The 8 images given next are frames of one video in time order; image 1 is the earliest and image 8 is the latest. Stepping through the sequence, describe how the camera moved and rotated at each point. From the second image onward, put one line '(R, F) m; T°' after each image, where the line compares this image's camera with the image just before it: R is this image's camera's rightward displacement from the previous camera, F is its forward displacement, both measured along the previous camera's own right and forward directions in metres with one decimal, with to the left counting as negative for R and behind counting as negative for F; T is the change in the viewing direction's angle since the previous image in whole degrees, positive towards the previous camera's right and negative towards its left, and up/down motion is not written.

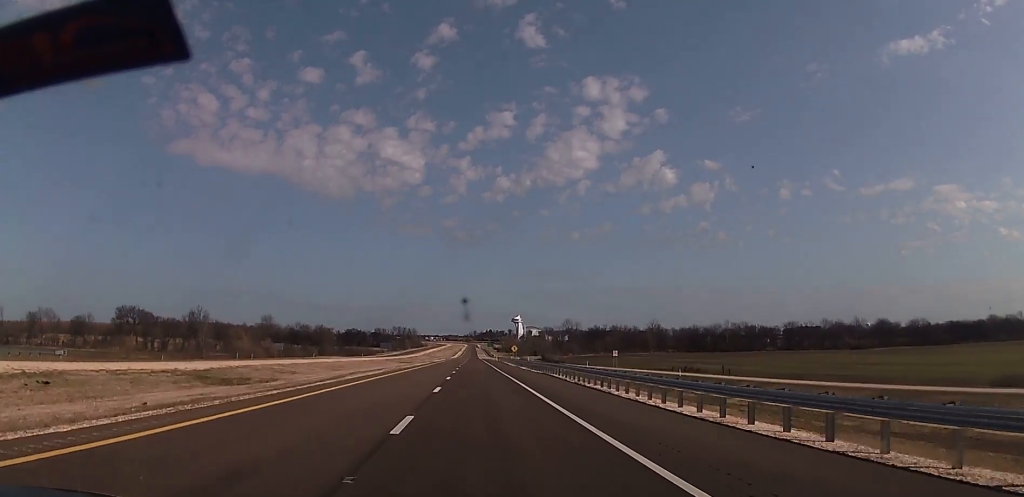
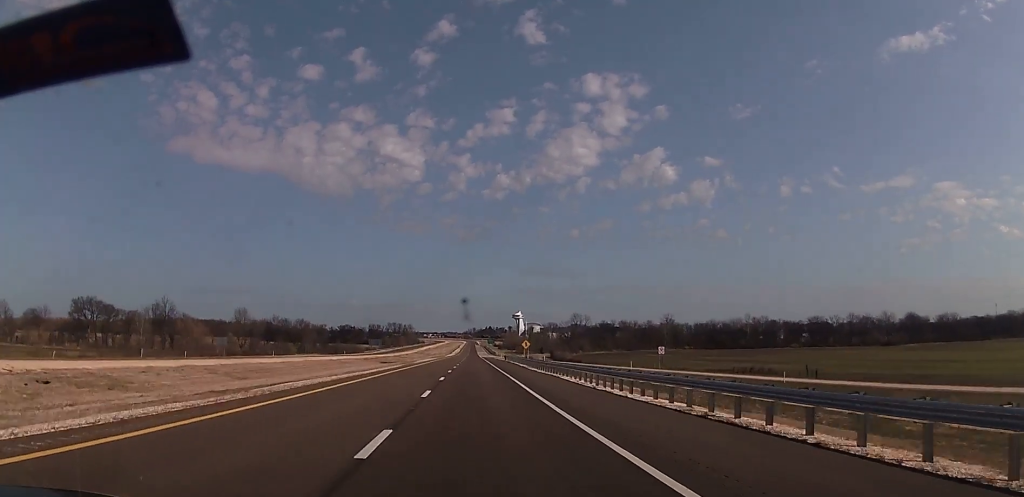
(-0.7, +39.4) m; -1°
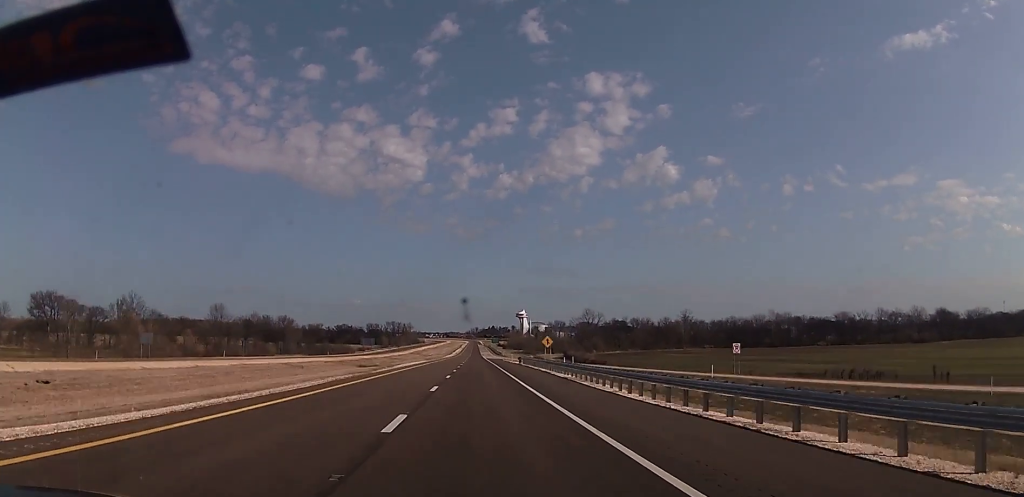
(+0.4, +33.6) m; +1°
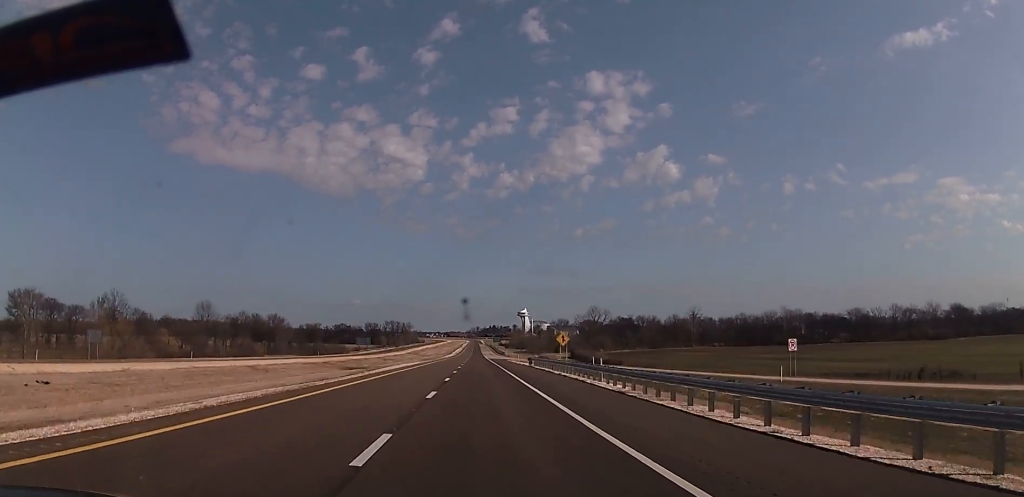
(+0.1, +15.6) m; 0°
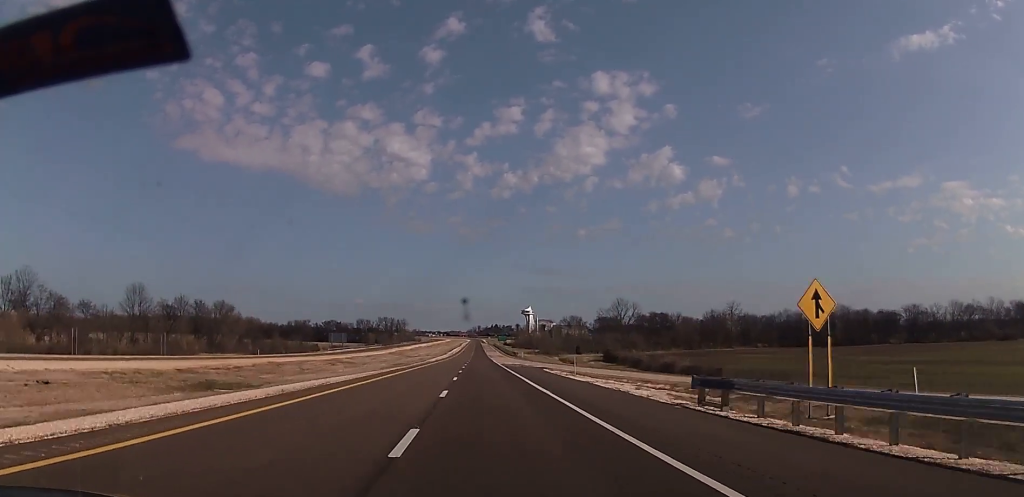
(-0.1, +59.8) m; 0°
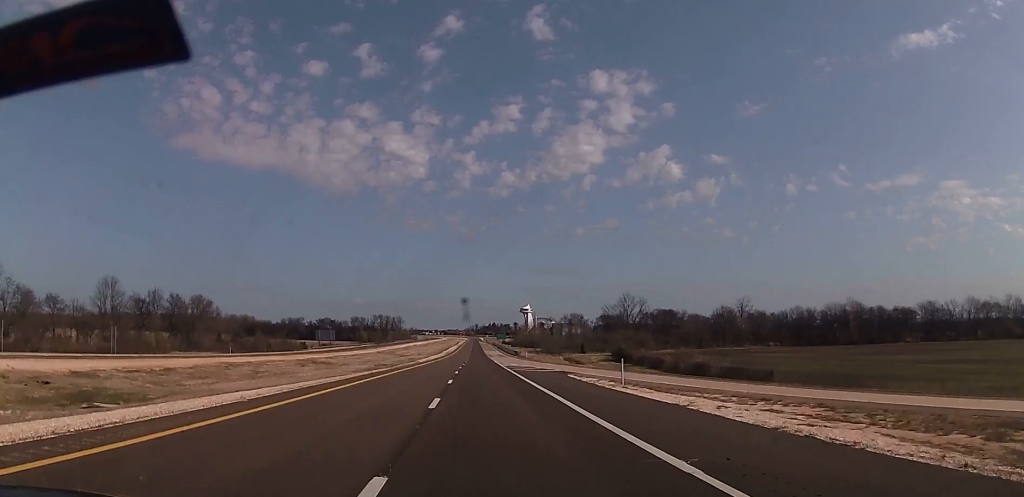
(+0.2, +16.8) m; 0°
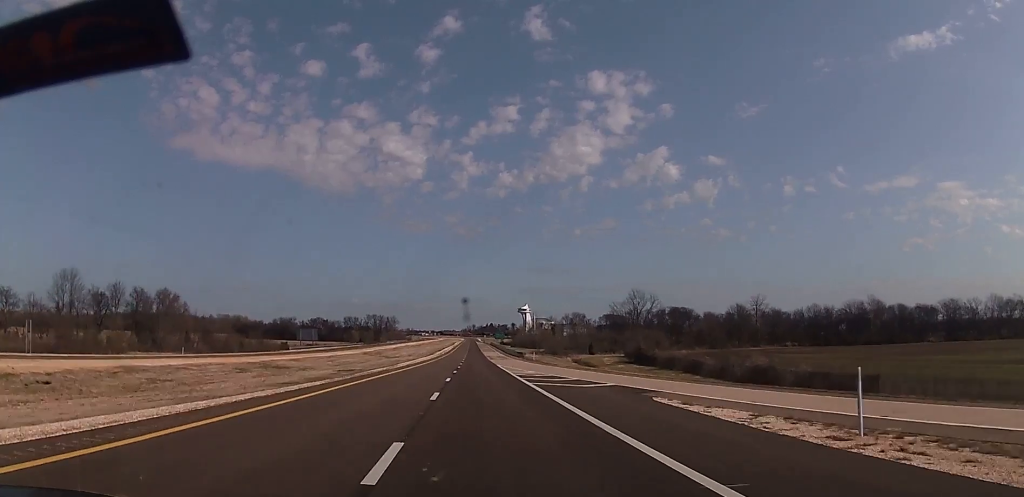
(+0.2, +21.5) m; 0°
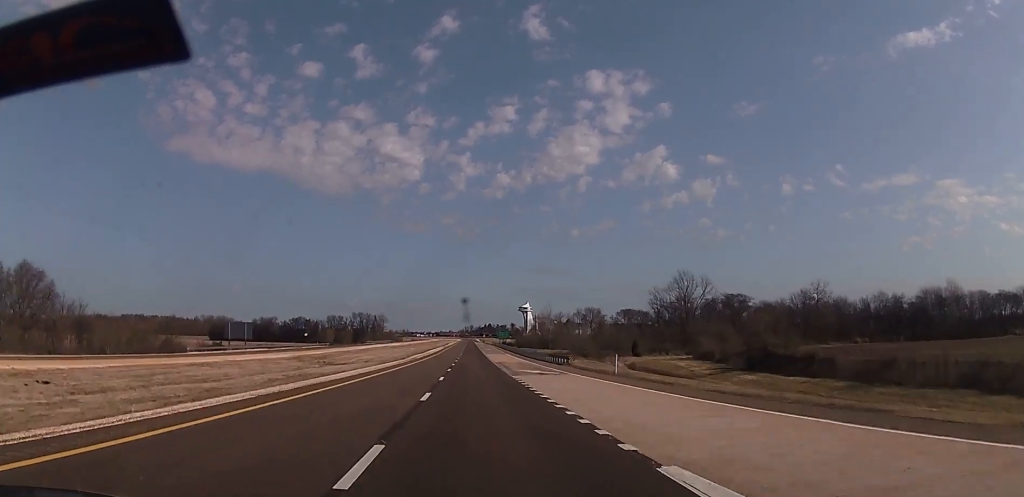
(-0.5, +61.1) m; 0°
